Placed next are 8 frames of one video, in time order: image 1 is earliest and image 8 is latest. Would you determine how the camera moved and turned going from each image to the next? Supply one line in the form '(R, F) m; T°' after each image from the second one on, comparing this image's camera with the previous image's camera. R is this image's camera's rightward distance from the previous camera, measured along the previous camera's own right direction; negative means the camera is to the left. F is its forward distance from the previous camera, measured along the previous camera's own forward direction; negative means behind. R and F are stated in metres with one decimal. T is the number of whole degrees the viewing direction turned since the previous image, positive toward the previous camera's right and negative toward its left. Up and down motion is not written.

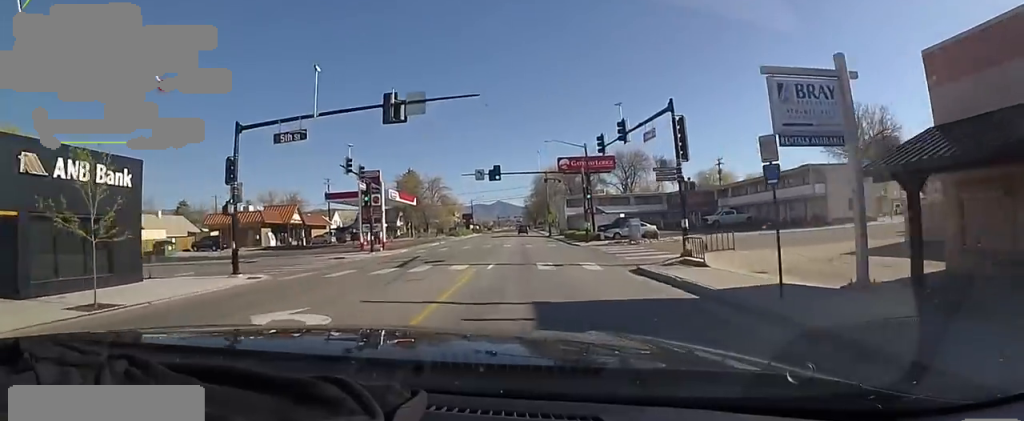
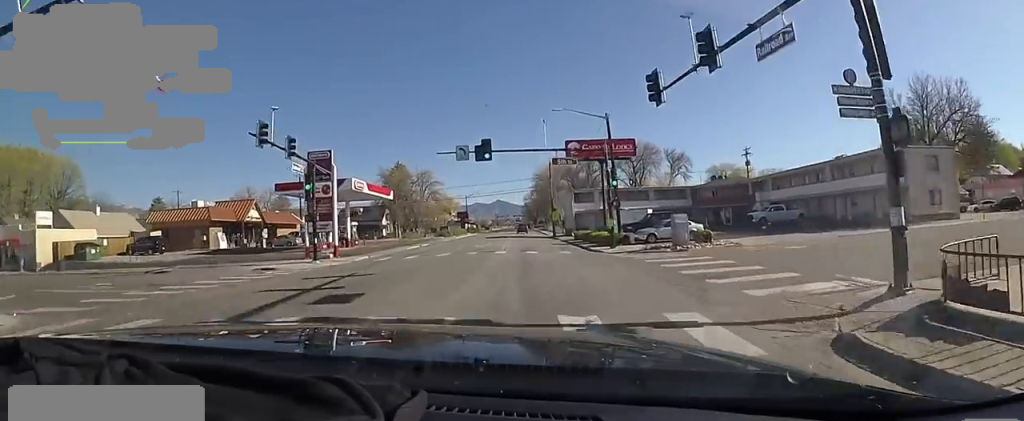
(+0.1, +11.2) m; -4°
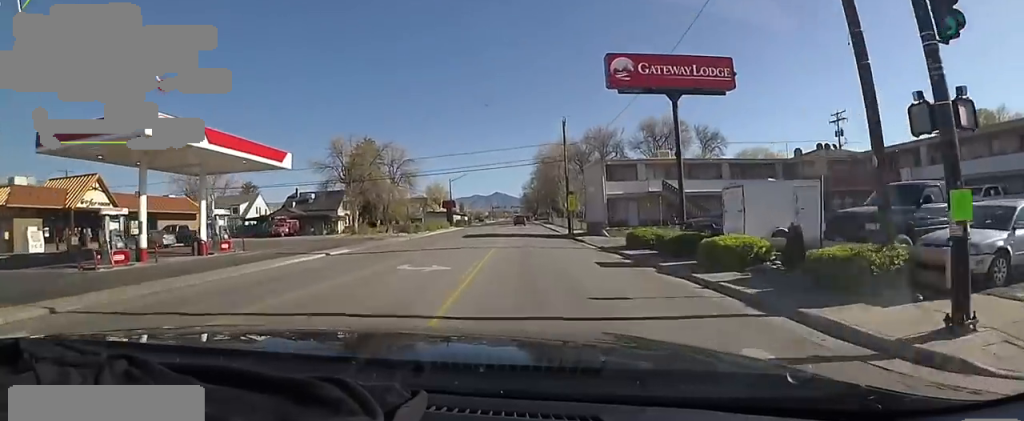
(-0.7, +23.2) m; +2°
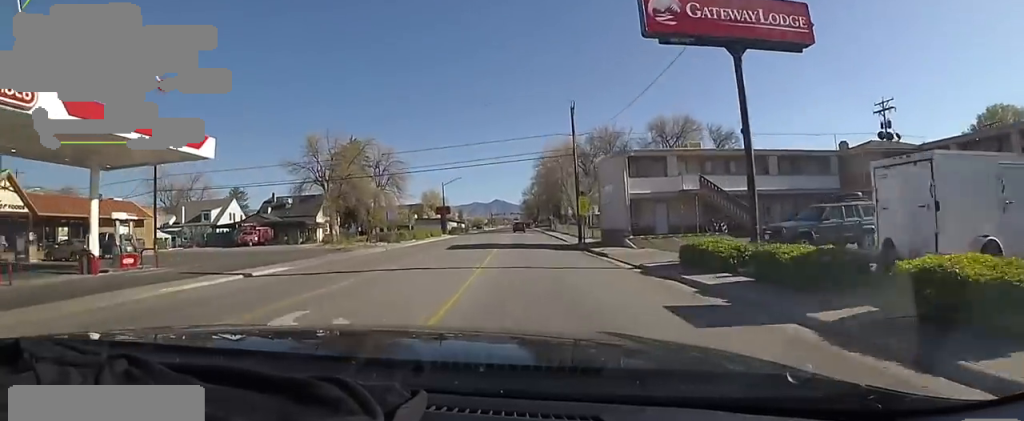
(+0.3, +7.9) m; +2°
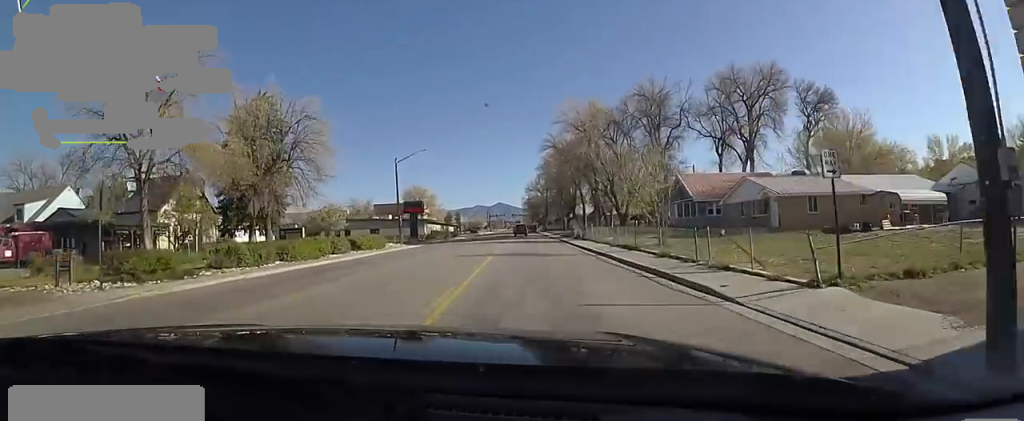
(0.0, +32.0) m; 0°
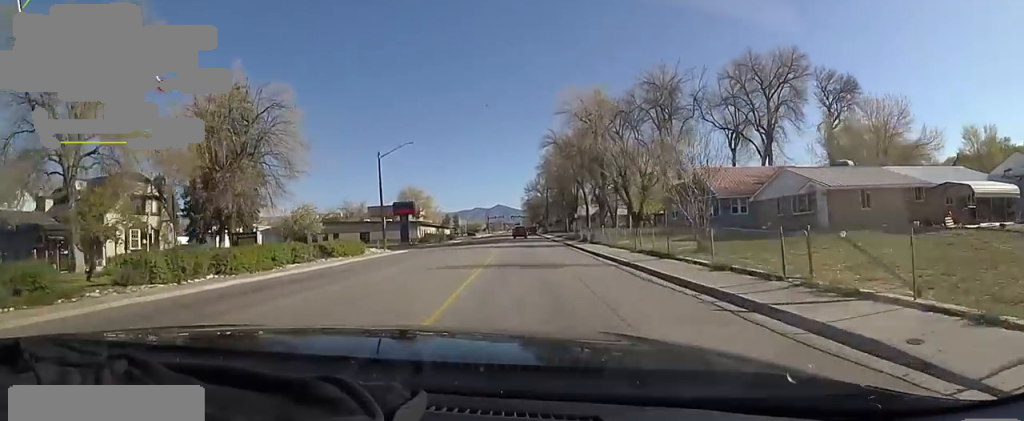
(0.0, +5.5) m; 0°
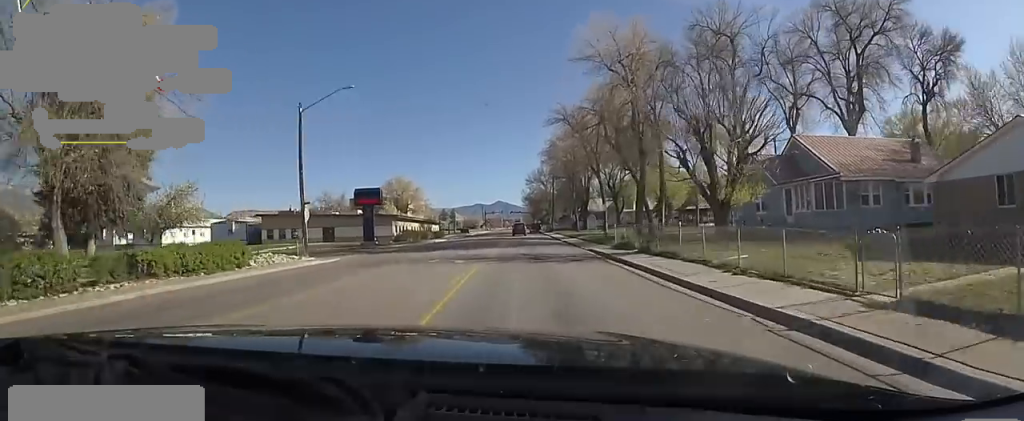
(0.0, +16.4) m; 0°
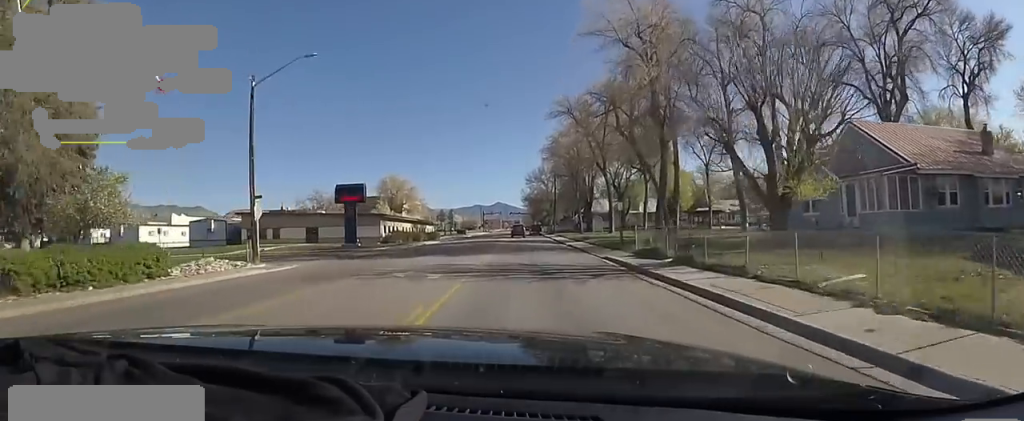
(0.0, +5.4) m; 0°
